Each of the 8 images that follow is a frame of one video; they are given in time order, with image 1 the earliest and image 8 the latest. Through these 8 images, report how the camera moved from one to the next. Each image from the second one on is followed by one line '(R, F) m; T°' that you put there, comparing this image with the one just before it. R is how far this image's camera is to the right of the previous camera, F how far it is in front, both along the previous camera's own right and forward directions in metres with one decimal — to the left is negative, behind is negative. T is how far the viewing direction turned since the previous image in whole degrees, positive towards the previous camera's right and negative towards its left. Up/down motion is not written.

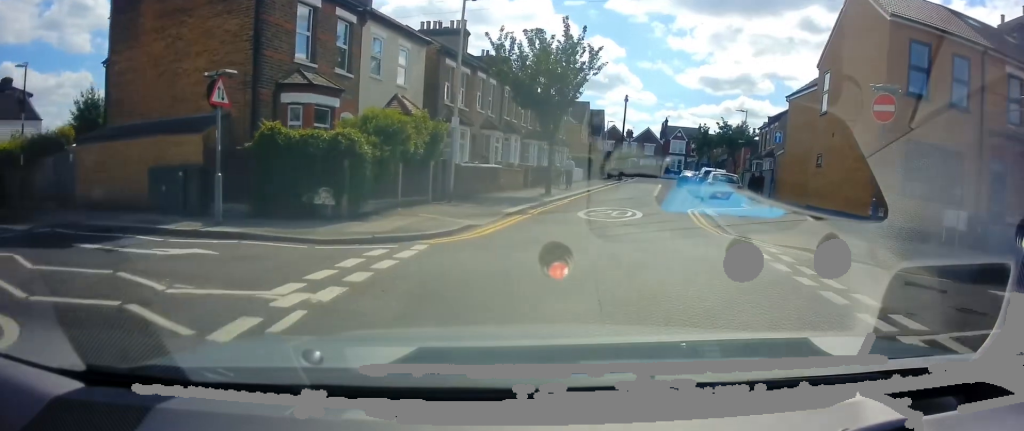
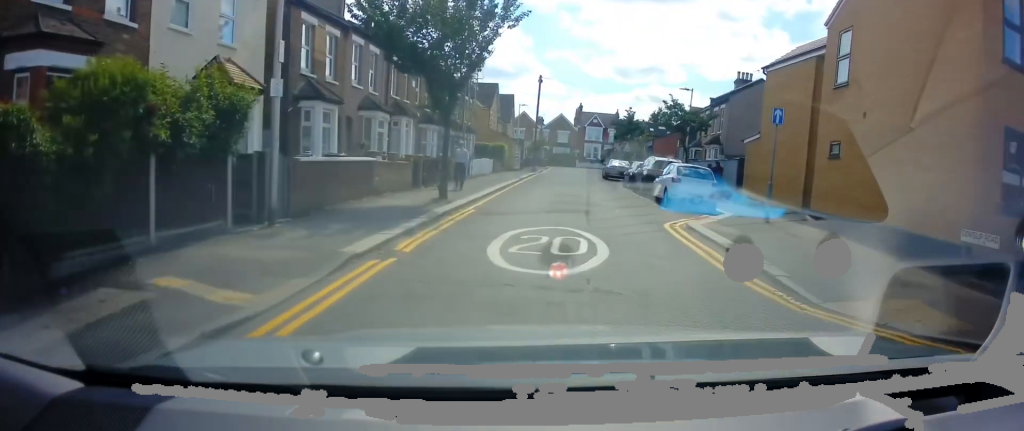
(+0.1, +7.1) m; +7°
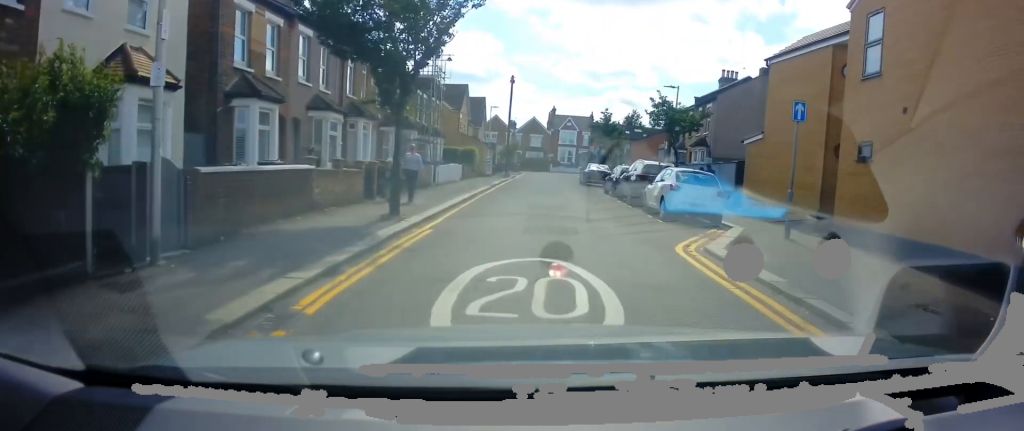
(+0.2, +2.7) m; +5°
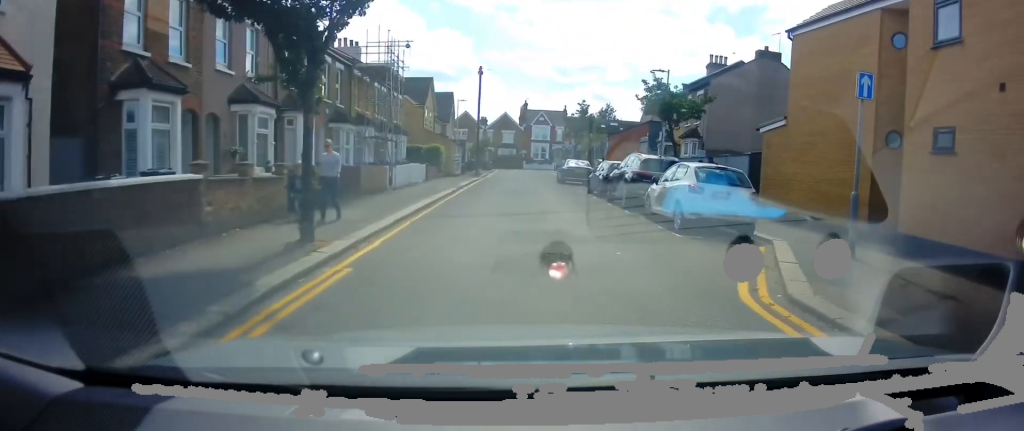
(+0.2, +3.7) m; +3°
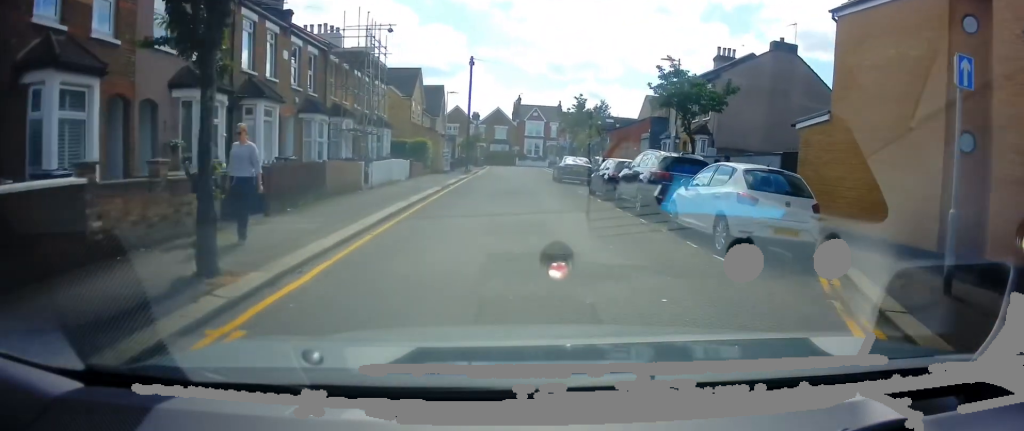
(0.0, +2.8) m; +1°
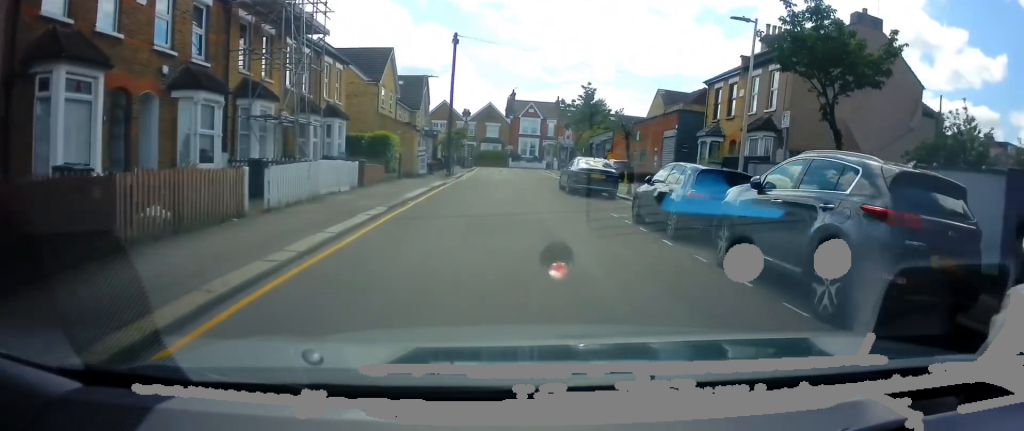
(+0.2, +8.5) m; +2°
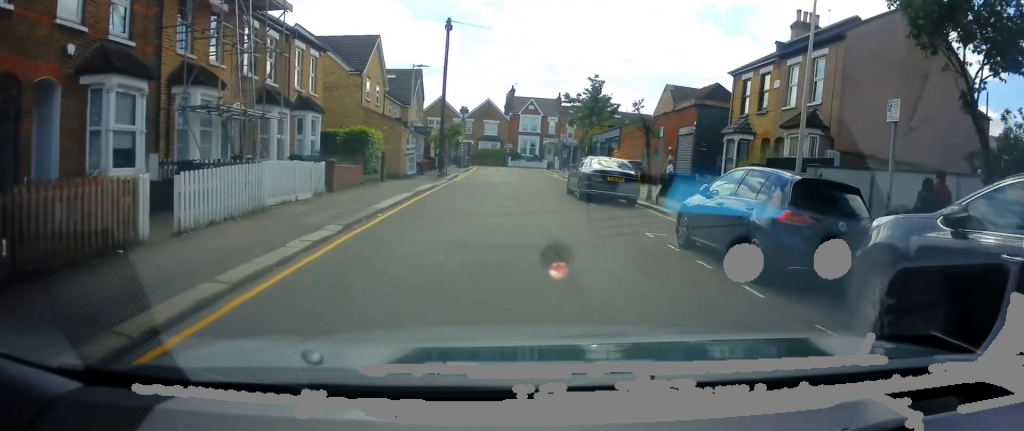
(0.0, +3.6) m; -1°
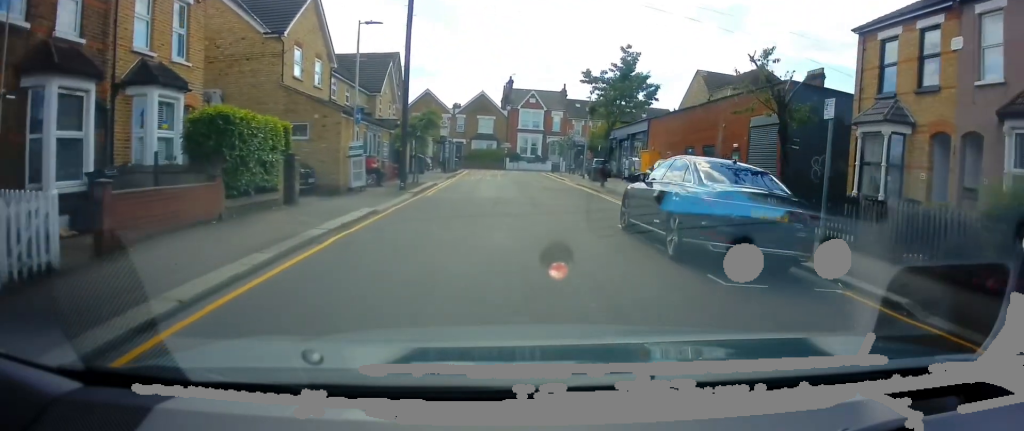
(-0.1, +10.5) m; +1°
